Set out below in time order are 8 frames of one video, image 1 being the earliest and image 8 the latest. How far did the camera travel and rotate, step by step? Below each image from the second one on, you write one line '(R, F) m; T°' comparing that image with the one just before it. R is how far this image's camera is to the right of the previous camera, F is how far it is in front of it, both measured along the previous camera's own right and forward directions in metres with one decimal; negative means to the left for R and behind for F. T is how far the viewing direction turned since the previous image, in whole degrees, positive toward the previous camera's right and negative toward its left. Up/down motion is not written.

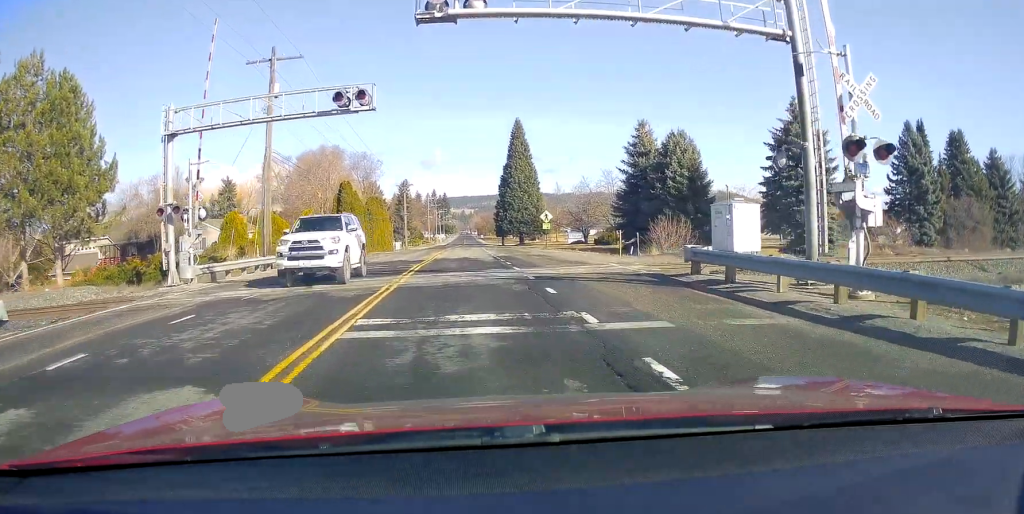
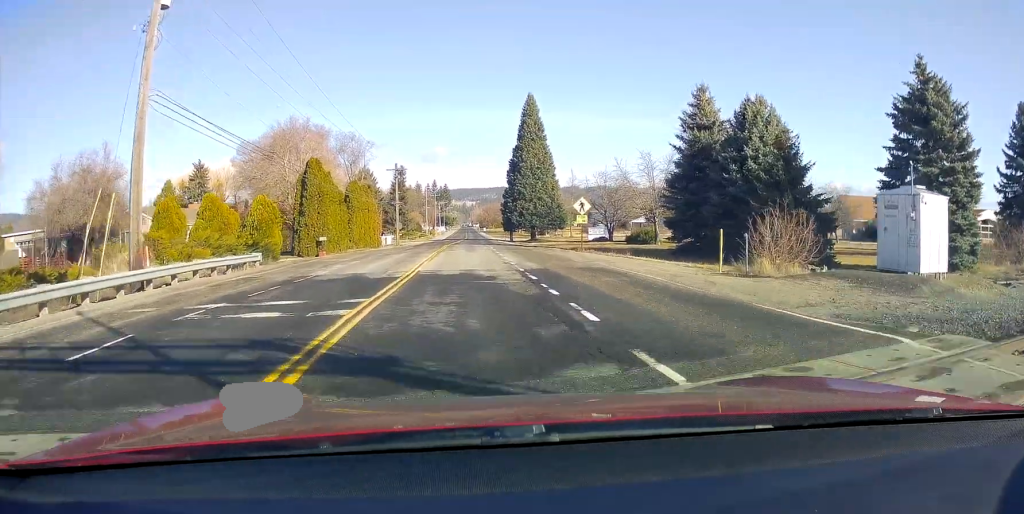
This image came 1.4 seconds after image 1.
(-0.2, +12.3) m; -3°
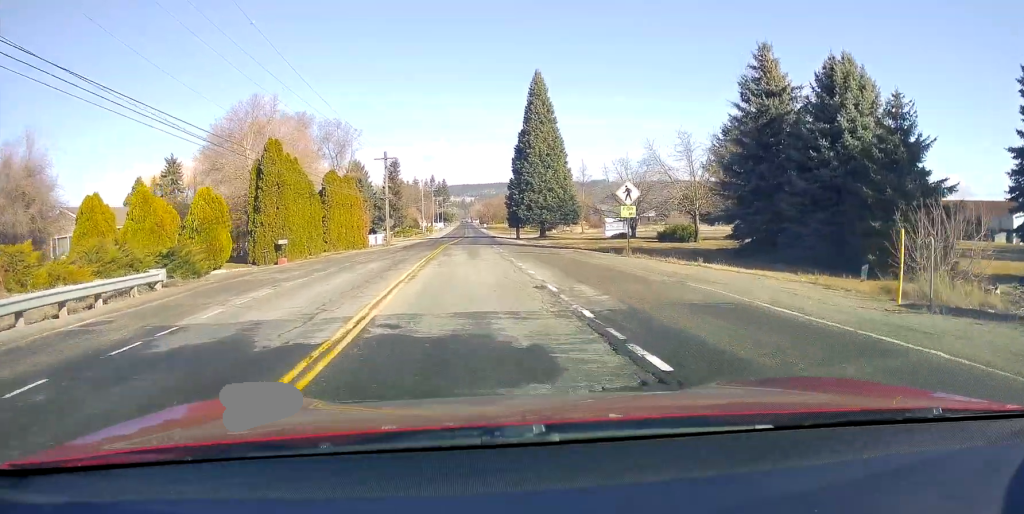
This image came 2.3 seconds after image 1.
(-0.3, +8.2) m; -1°
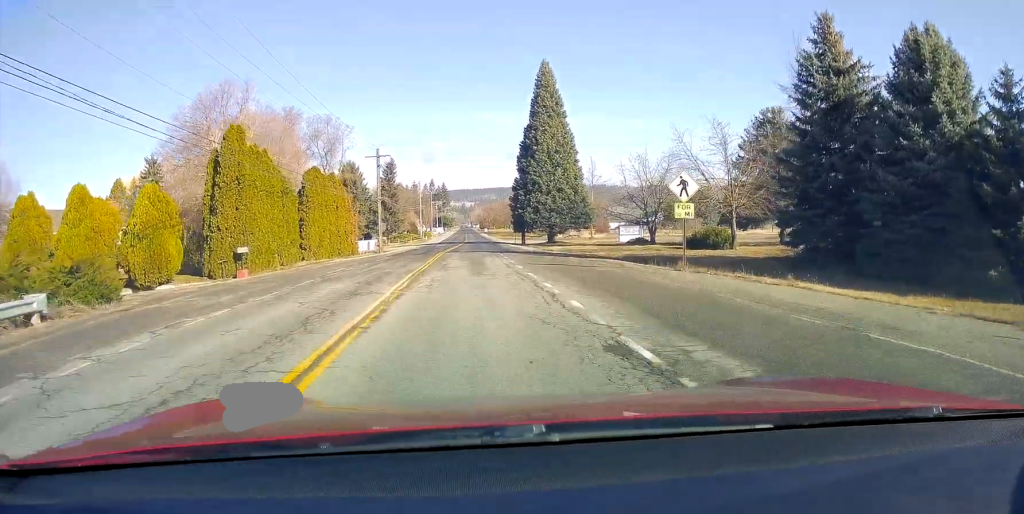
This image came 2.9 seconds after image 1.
(0.0, +4.7) m; +2°
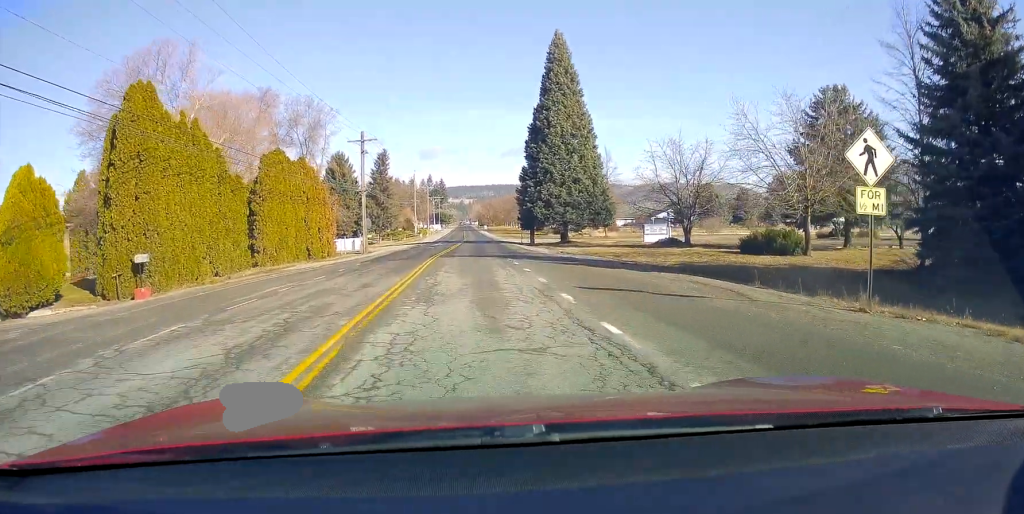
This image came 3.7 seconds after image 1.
(+0.2, +7.7) m; +2°
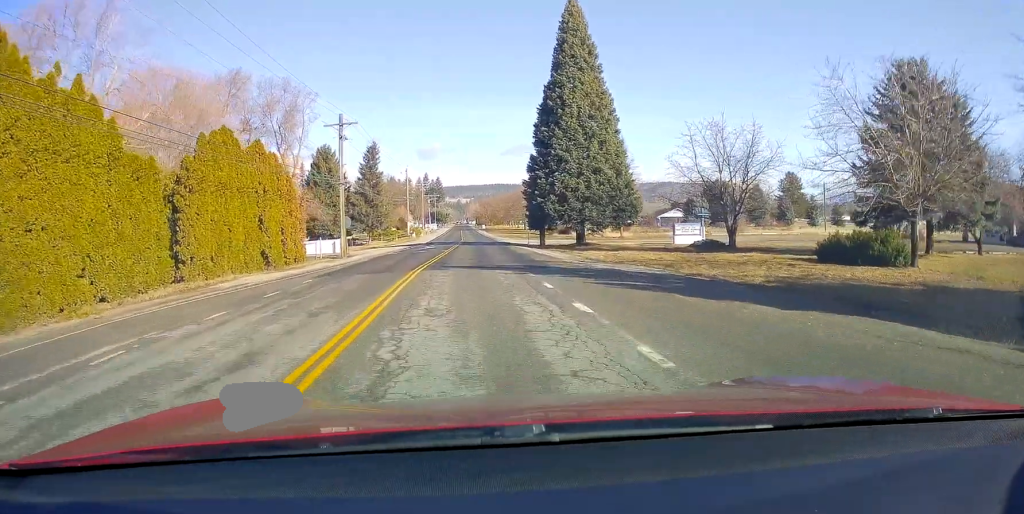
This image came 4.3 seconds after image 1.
(+0.1, +7.1) m; +1°
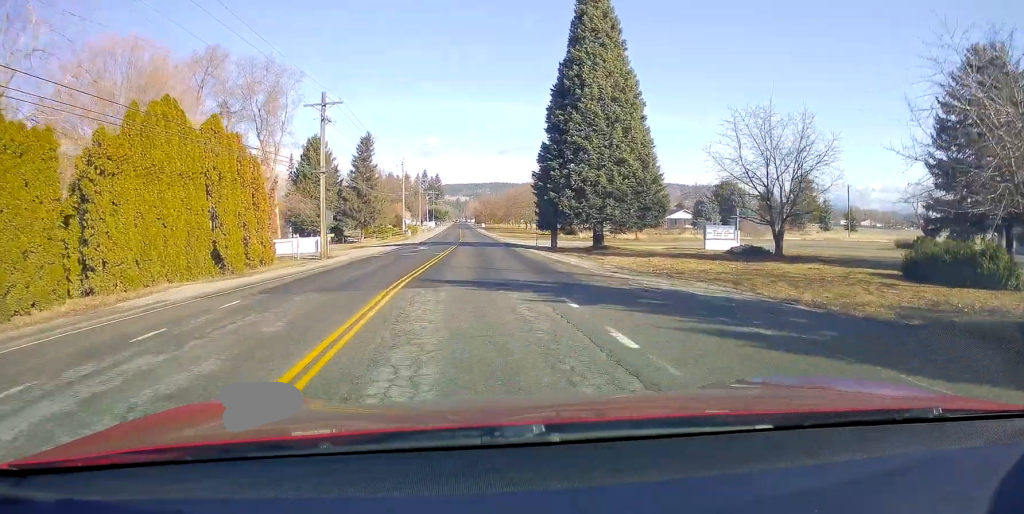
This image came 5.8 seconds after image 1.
(0.0, +18.0) m; 0°
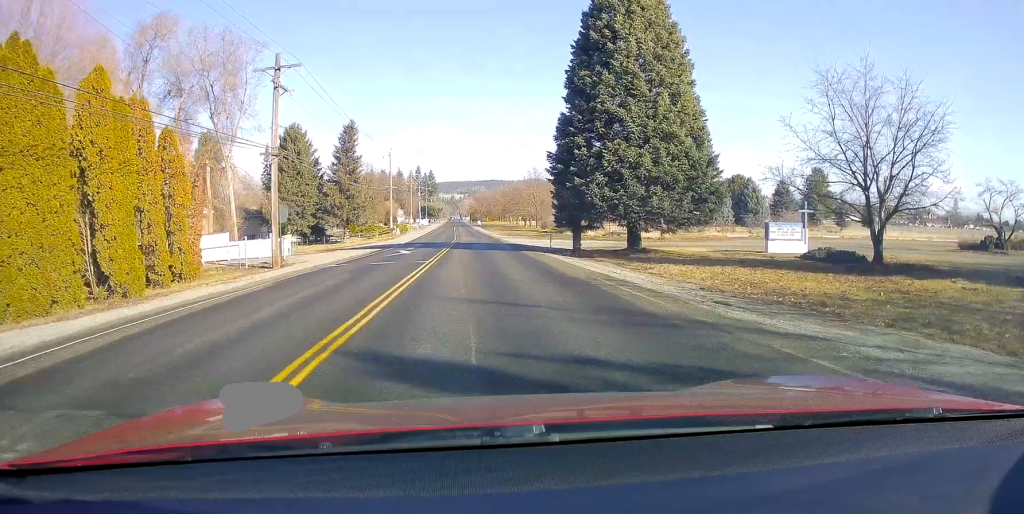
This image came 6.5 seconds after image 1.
(0.0, +9.0) m; 0°
